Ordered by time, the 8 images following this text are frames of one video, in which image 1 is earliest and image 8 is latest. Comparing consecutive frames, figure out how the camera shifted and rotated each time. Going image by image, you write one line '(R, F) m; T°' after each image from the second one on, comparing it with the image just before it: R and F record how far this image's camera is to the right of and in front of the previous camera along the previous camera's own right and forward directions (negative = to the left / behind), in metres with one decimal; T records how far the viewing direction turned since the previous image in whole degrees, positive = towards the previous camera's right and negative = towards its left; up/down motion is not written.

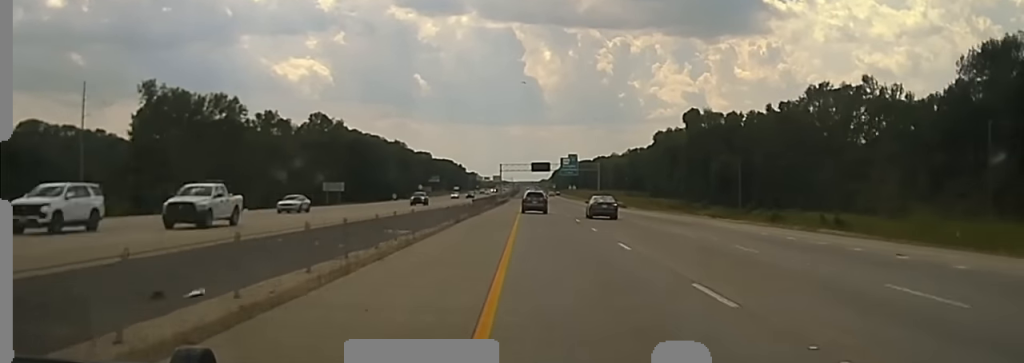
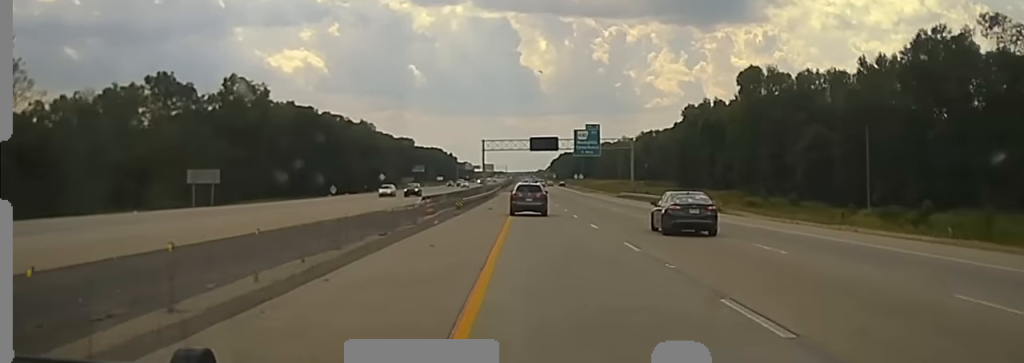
(+0.2, +69.2) m; 0°
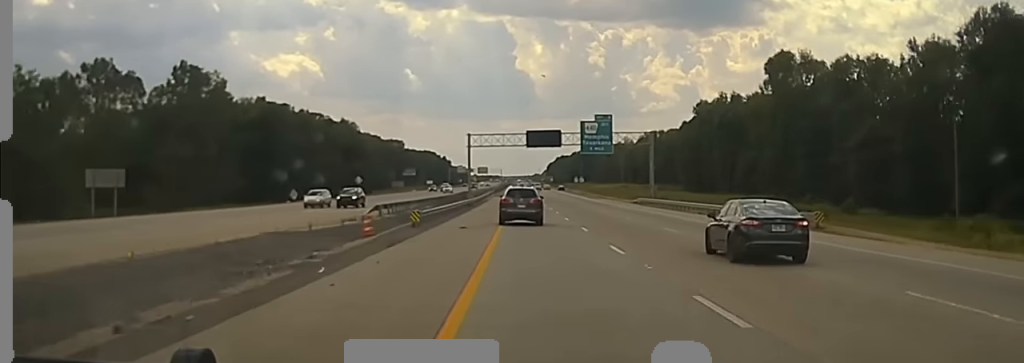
(-0.1, +25.6) m; 0°
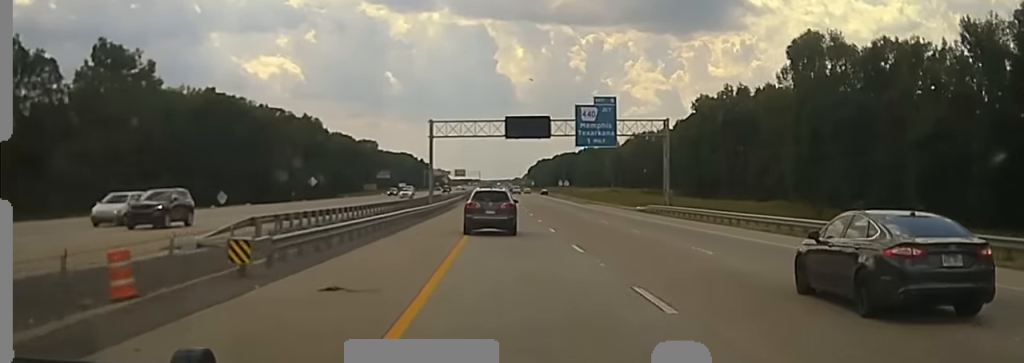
(+0.2, +24.7) m; +1°
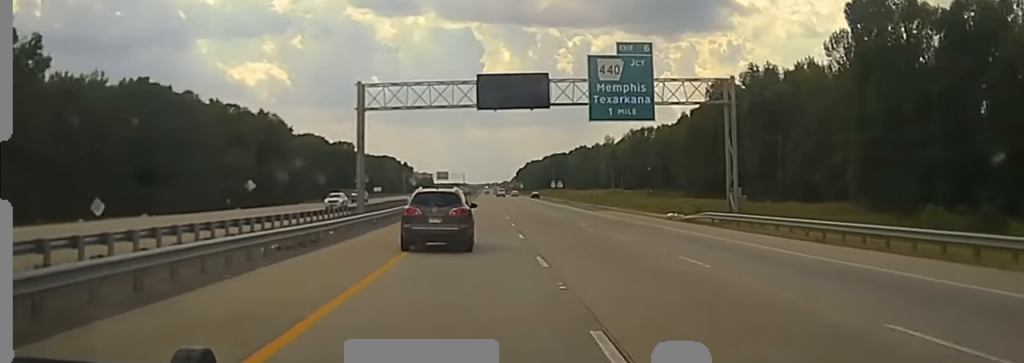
(+0.1, +29.1) m; +1°
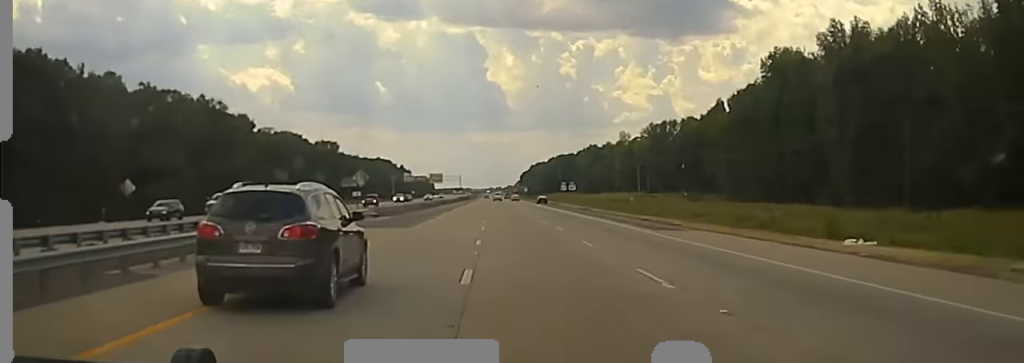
(+0.4, +38.3) m; +1°
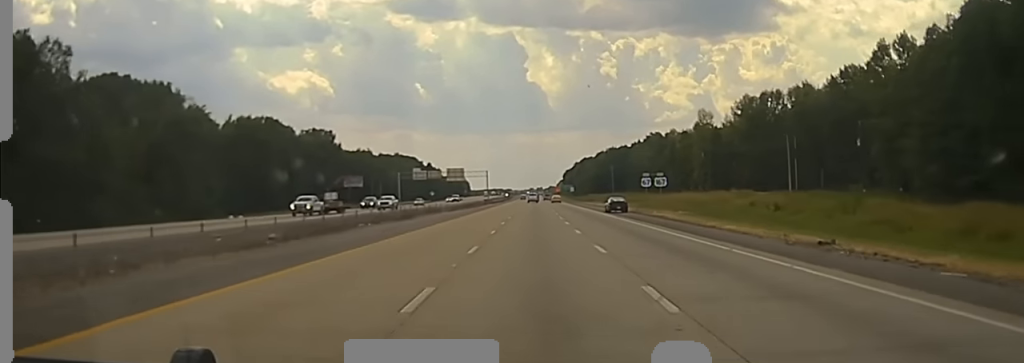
(-0.4, +73.4) m; -1°
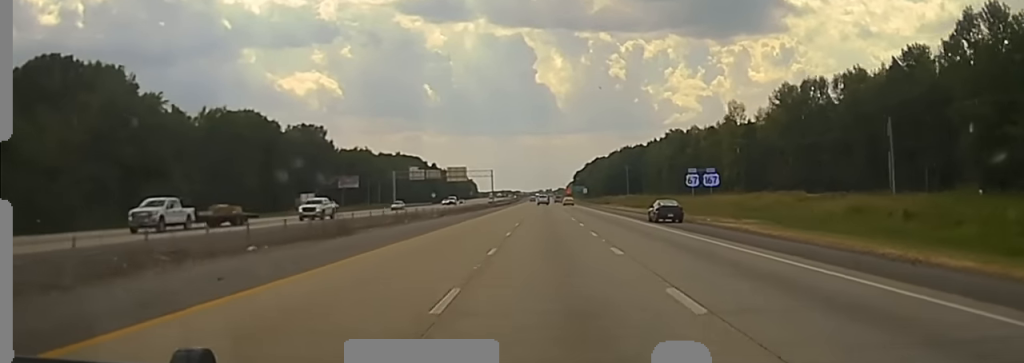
(-0.1, +23.5) m; -1°
